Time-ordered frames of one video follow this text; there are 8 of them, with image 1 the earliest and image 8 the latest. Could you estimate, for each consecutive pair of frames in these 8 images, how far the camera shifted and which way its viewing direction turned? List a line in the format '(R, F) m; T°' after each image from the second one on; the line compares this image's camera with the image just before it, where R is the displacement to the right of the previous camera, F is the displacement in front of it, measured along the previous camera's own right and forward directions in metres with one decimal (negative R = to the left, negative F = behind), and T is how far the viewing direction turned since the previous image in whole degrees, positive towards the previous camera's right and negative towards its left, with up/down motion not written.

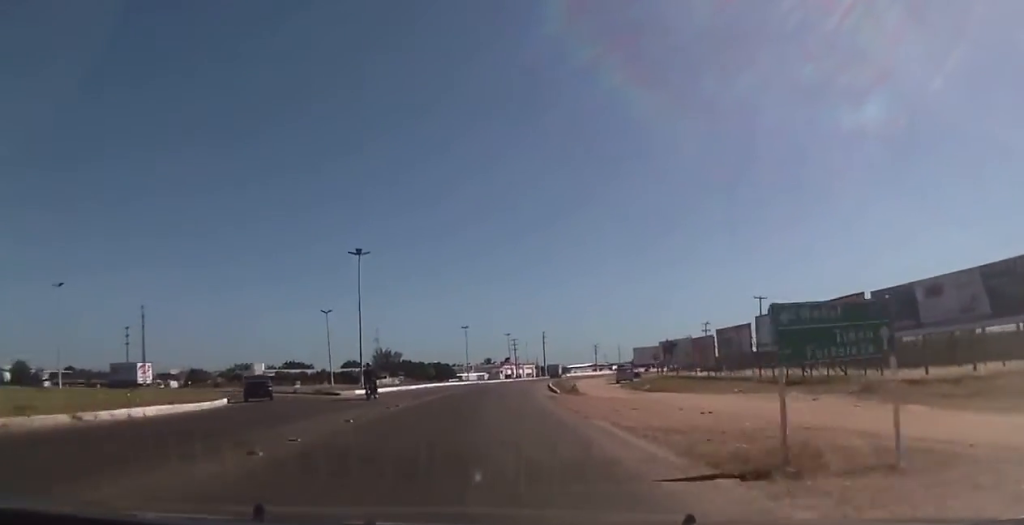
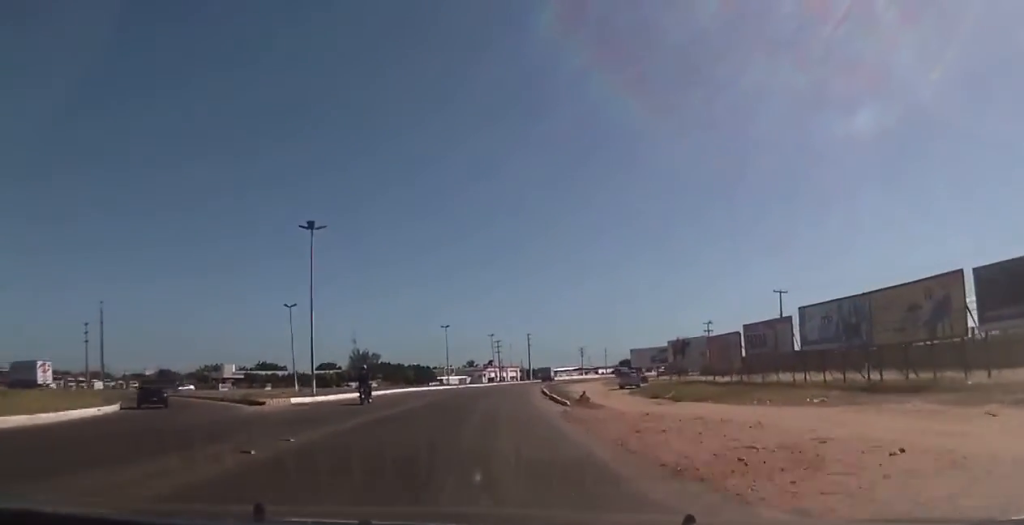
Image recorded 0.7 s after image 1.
(+0.4, +12.0) m; +1°
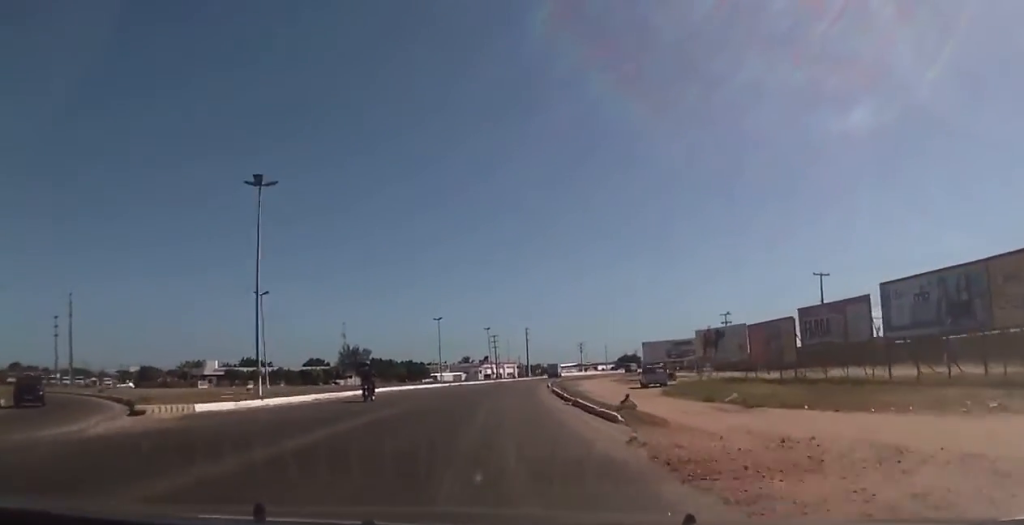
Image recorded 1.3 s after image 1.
(+0.1, +11.7) m; +1°
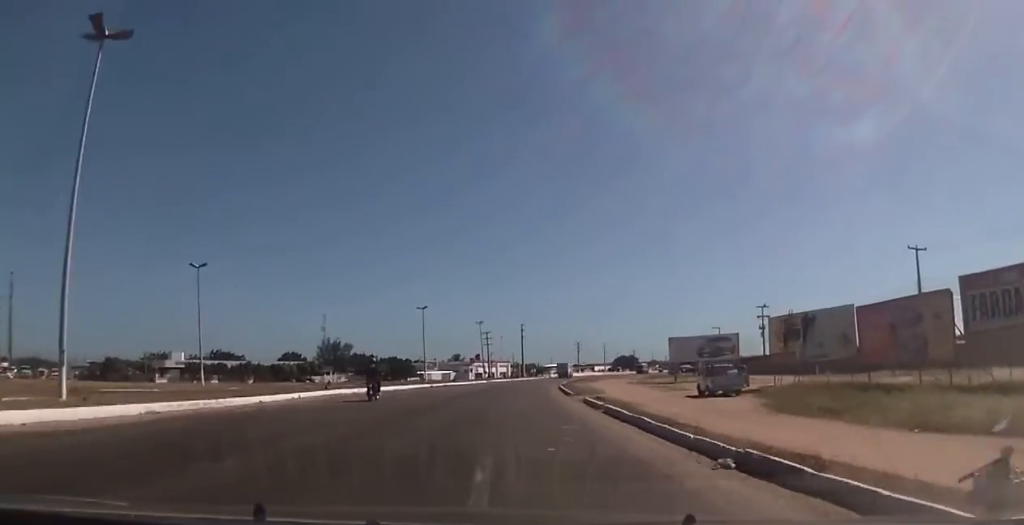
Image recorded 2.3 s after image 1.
(+0.1, +19.1) m; +1°
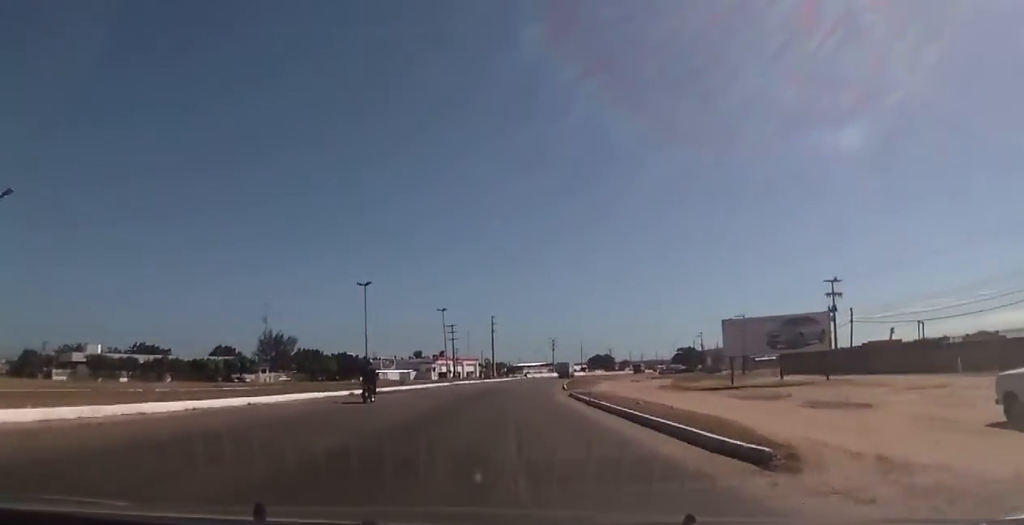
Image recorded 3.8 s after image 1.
(+0.9, +30.5) m; +3°
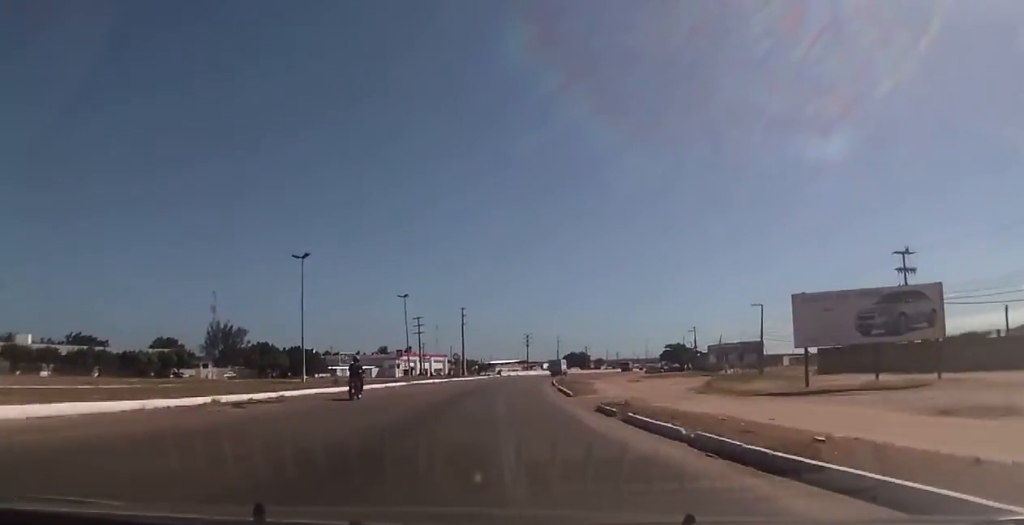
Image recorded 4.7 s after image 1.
(+0.2, +20.2) m; +1°
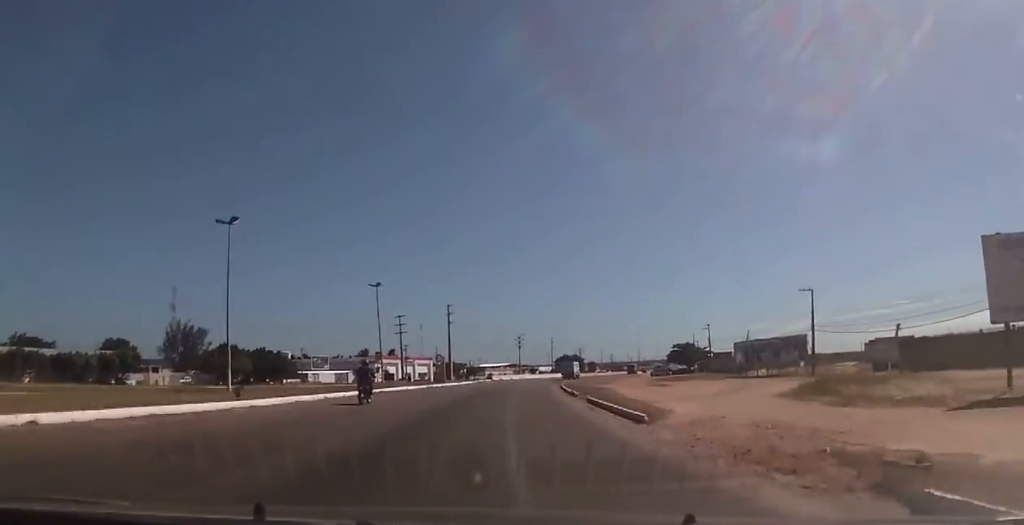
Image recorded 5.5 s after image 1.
(+0.2, +20.6) m; +1°
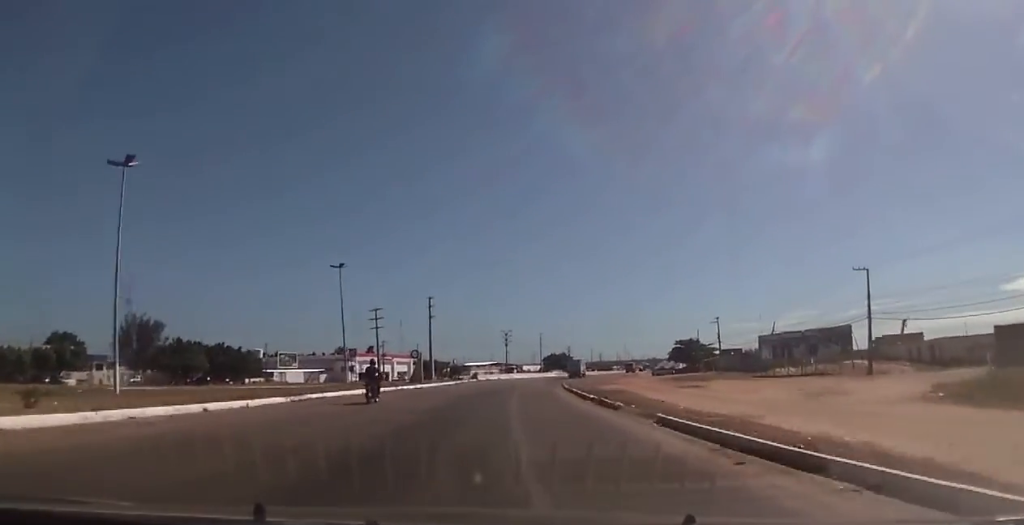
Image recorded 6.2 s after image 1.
(+0.2, +17.2) m; +1°
